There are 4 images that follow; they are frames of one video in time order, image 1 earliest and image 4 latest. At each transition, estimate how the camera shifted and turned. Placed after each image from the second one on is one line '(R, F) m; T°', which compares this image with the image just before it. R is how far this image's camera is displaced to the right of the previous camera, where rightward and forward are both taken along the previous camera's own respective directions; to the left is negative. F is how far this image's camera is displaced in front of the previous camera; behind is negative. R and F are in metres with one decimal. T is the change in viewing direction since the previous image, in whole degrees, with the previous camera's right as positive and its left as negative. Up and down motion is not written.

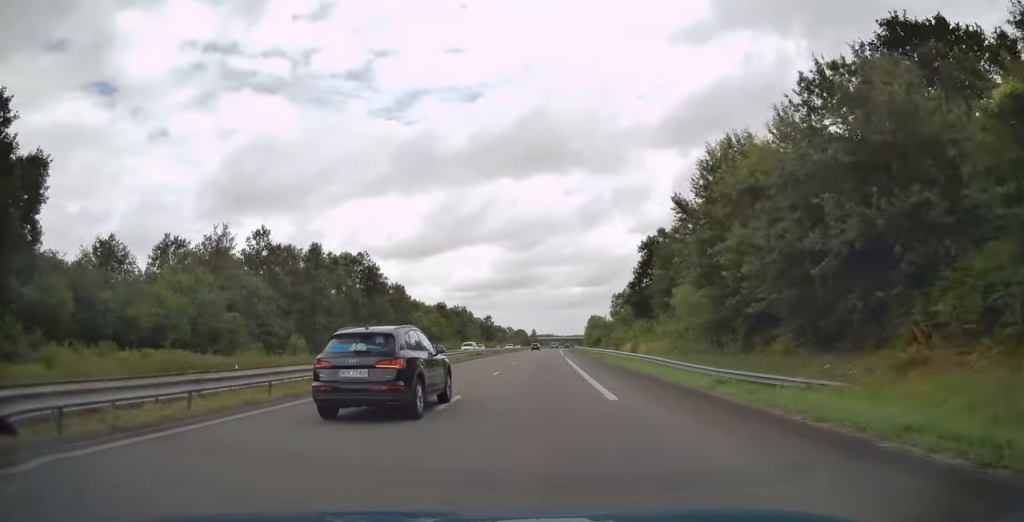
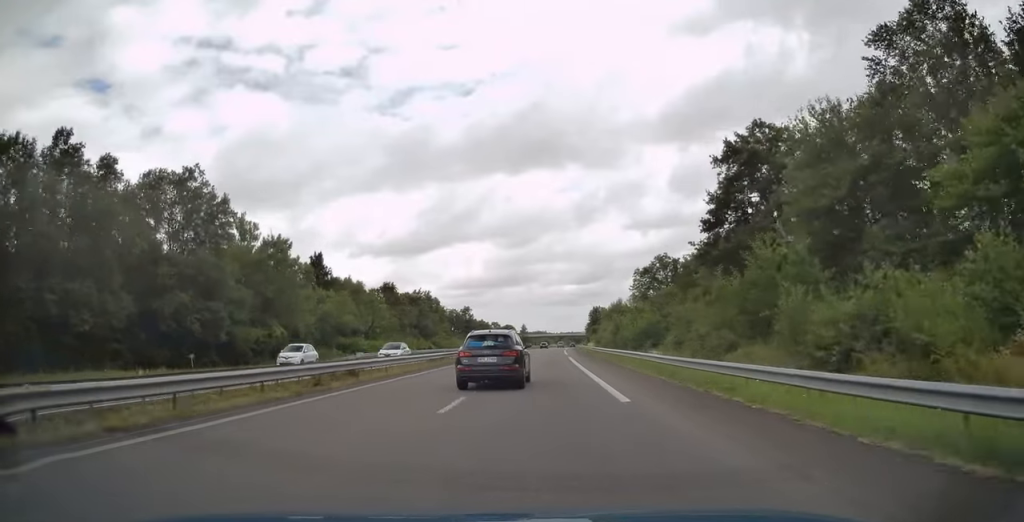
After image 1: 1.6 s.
(+0.4, +52.7) m; +1°
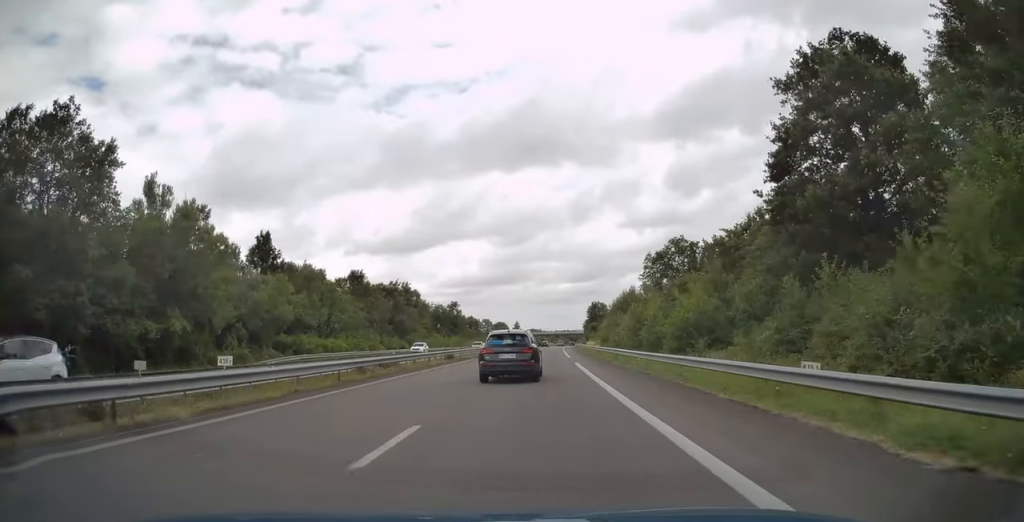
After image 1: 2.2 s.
(+0.1, +17.9) m; 0°
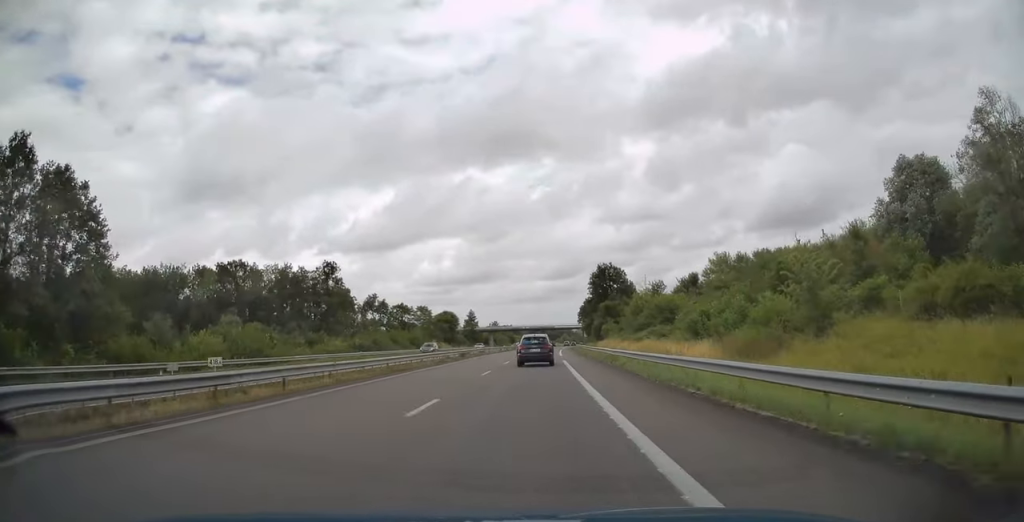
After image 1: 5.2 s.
(+2.1, +99.6) m; +2°
